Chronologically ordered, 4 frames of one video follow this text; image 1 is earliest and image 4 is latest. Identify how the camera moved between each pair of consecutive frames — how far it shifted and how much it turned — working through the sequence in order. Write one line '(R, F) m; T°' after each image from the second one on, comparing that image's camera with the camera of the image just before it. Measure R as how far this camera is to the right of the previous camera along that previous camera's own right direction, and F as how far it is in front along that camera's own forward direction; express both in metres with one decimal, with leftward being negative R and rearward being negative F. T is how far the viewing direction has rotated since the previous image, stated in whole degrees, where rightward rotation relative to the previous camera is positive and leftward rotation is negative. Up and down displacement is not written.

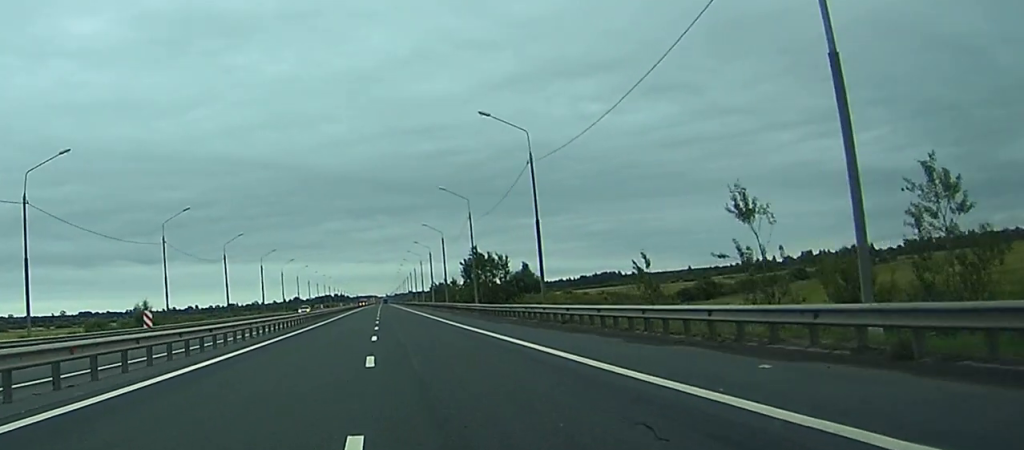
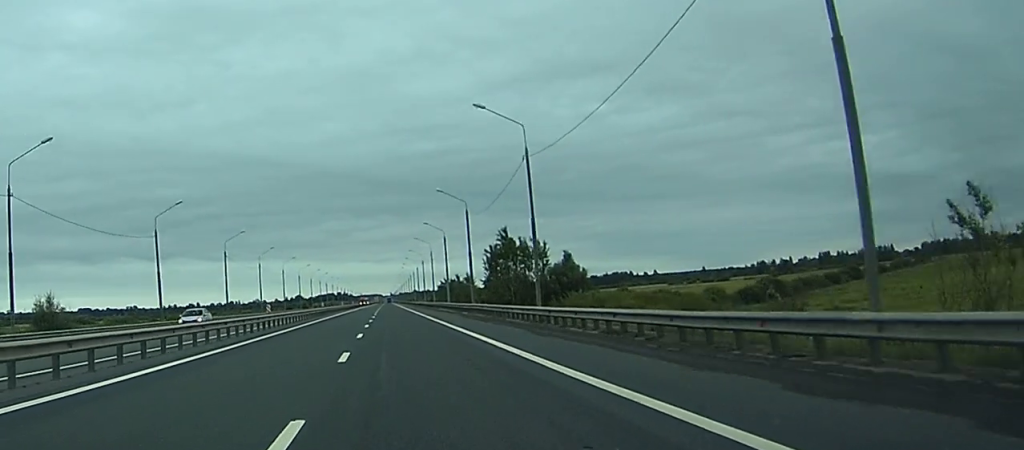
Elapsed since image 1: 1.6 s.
(+0.4, +33.9) m; +1°
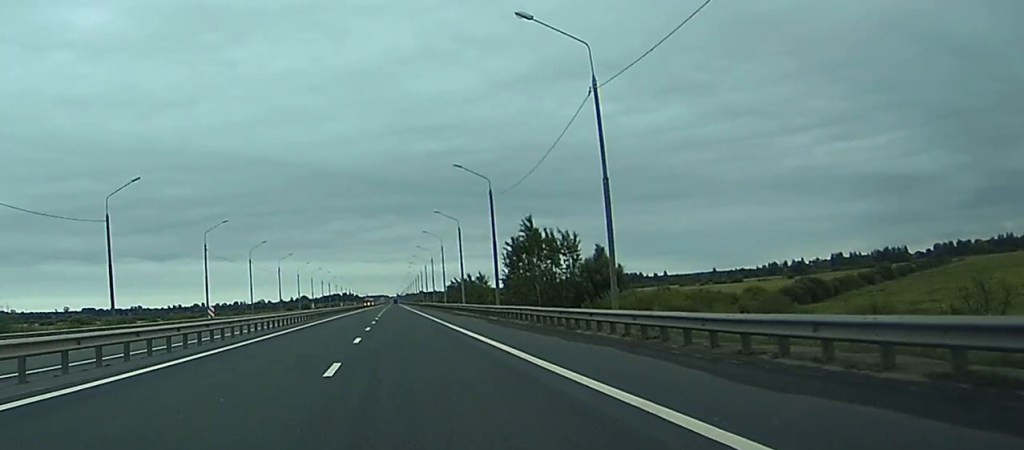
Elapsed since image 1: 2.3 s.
(+0.1, +15.7) m; 0°
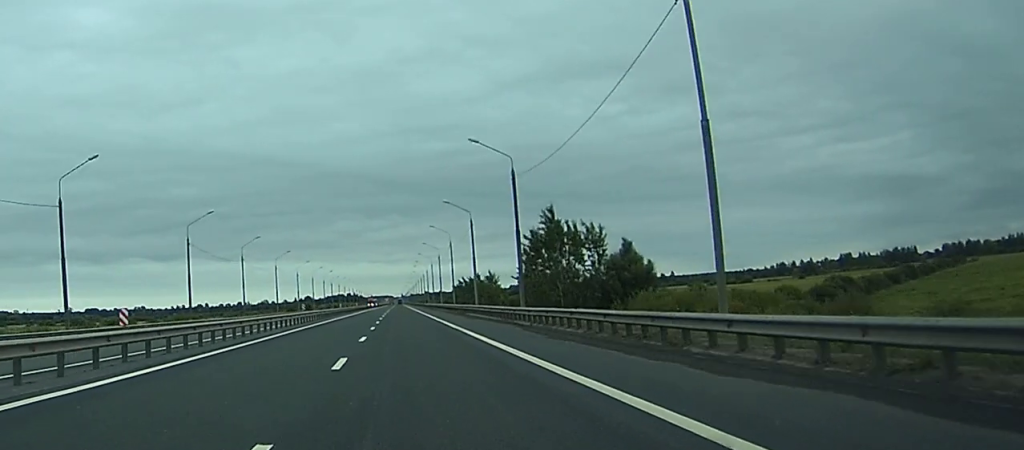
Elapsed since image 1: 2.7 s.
(0.0, +10.4) m; 0°
